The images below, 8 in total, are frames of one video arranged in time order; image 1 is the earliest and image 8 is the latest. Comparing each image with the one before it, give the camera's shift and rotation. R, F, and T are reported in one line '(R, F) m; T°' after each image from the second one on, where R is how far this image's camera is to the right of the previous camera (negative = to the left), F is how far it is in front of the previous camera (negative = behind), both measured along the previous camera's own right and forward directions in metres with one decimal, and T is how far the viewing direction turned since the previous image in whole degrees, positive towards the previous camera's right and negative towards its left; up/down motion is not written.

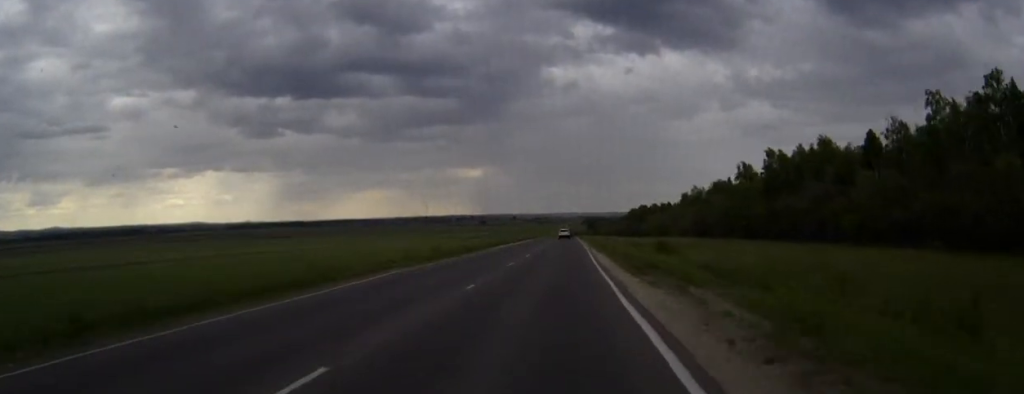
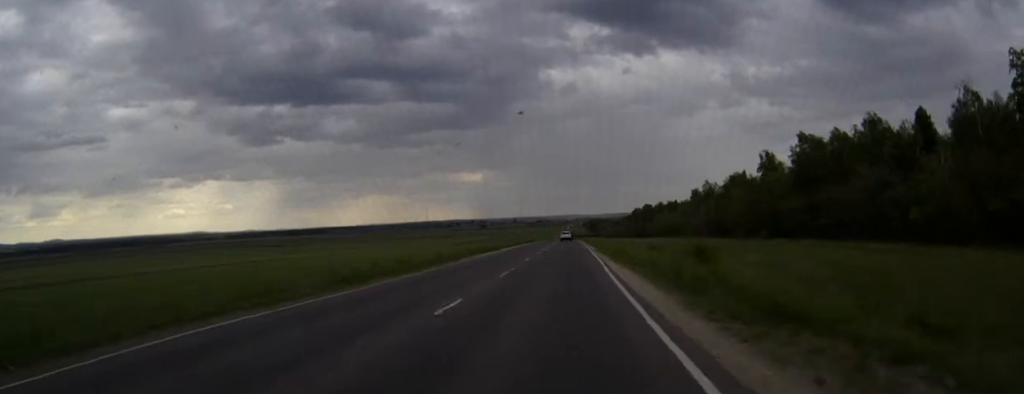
(0.0, +15.4) m; 0°
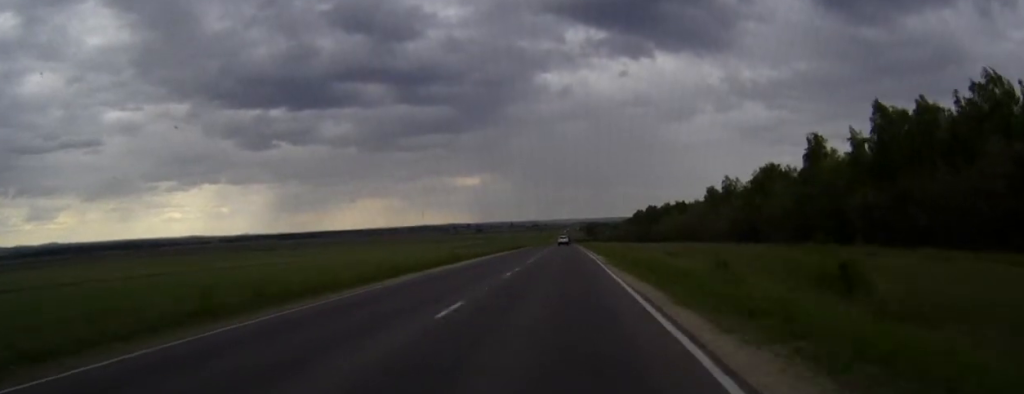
(0.0, +24.5) m; 0°
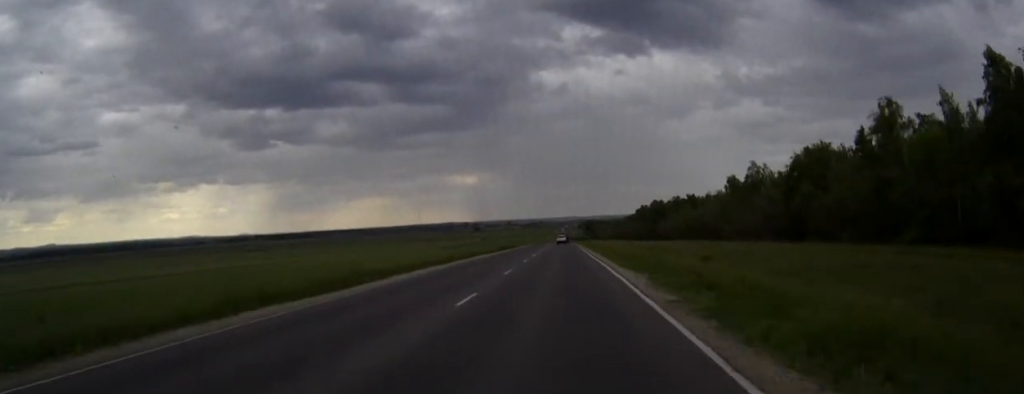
(+0.1, +22.9) m; 0°
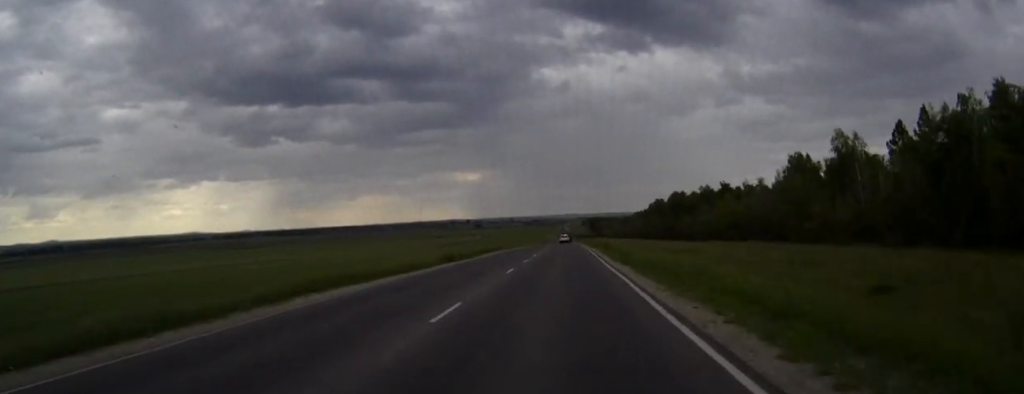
(0.0, +39.4) m; 0°
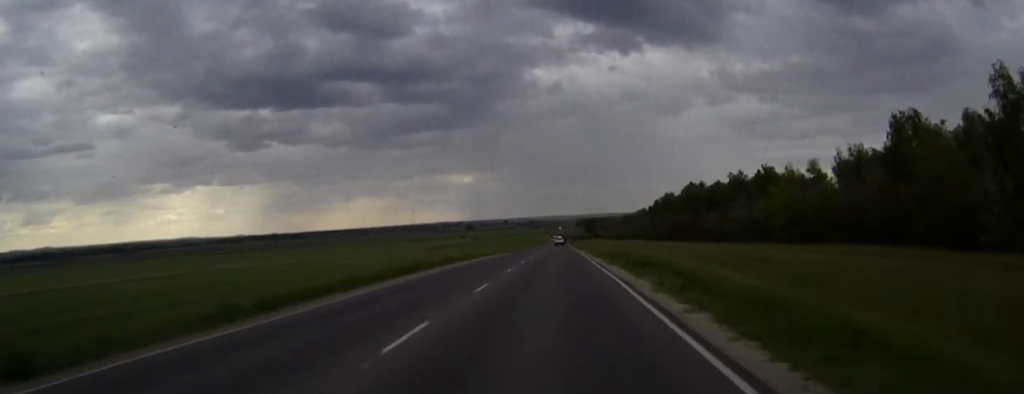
(0.0, +37.6) m; 0°
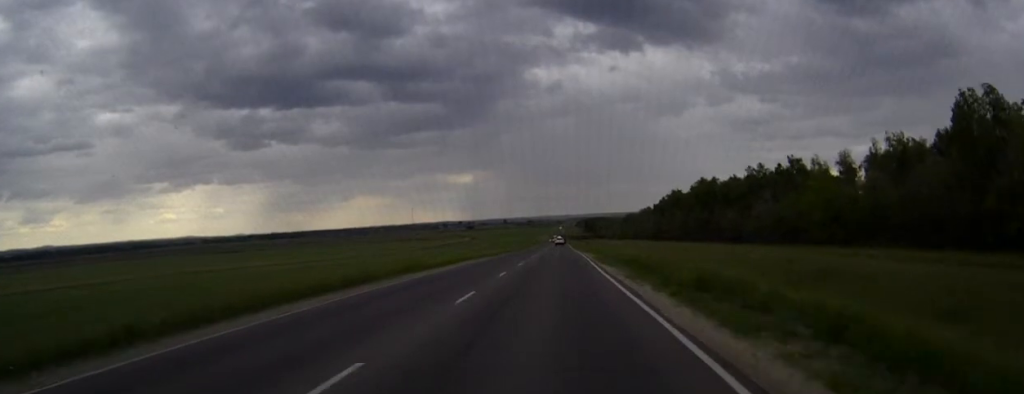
(0.0, +13.8) m; 0°
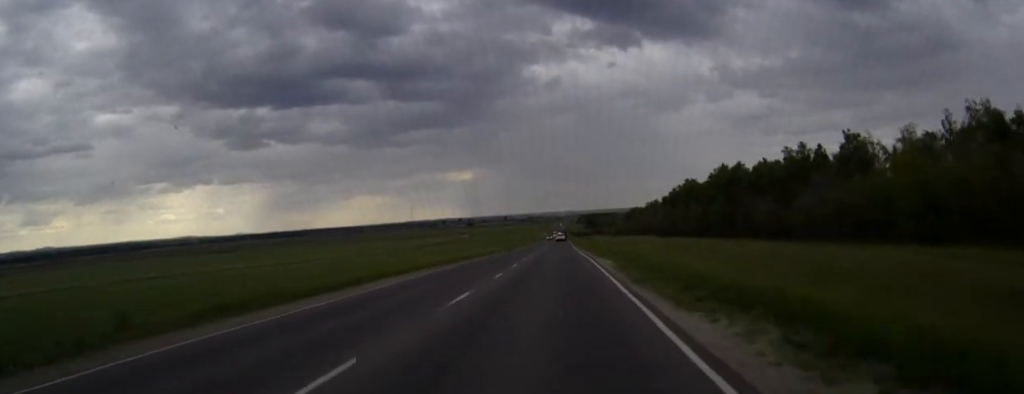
(0.0, +21.8) m; 0°
